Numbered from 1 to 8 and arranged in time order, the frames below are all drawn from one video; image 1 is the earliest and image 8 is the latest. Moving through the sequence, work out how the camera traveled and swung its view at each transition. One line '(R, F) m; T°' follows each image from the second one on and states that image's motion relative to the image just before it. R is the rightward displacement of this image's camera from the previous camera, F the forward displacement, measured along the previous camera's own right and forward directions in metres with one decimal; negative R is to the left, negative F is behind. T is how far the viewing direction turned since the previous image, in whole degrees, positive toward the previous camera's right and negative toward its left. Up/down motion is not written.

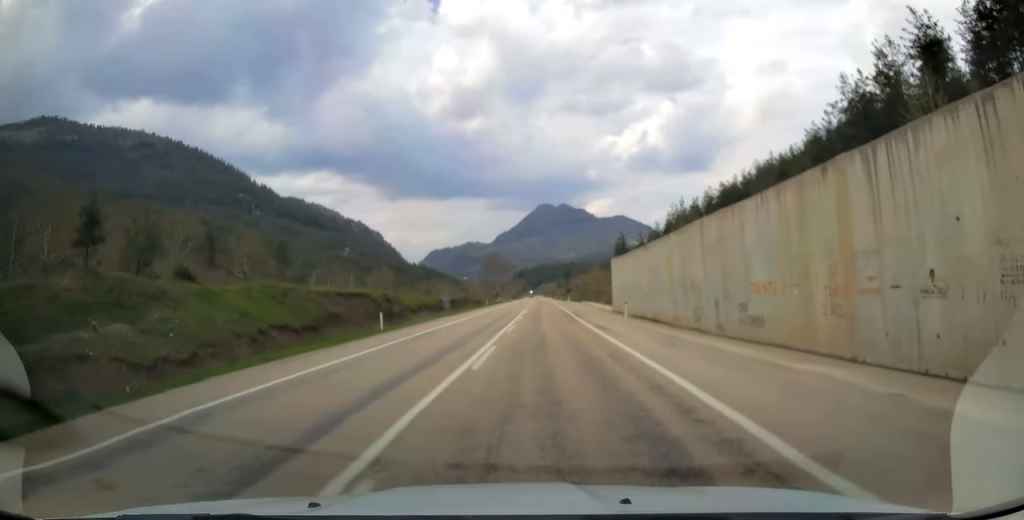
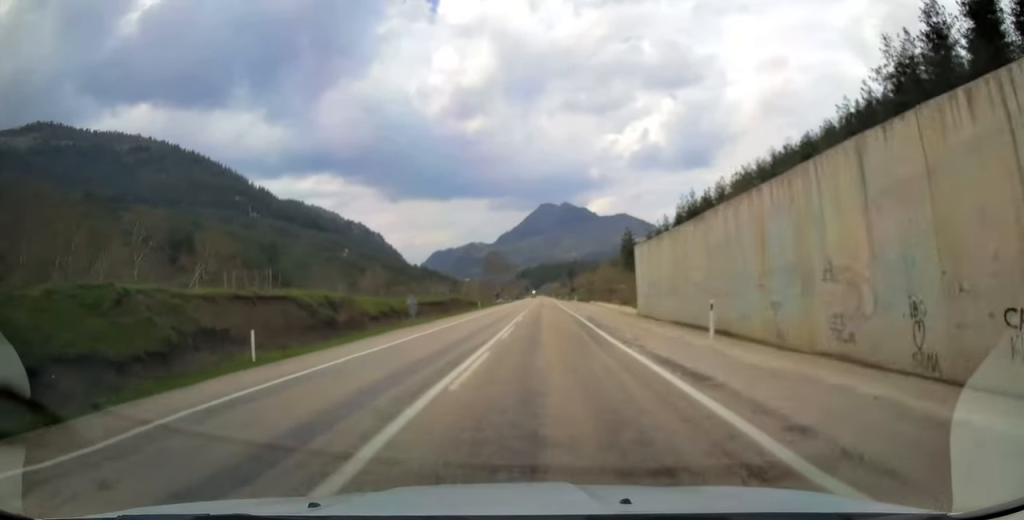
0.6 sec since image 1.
(-0.1, +14.1) m; 0°
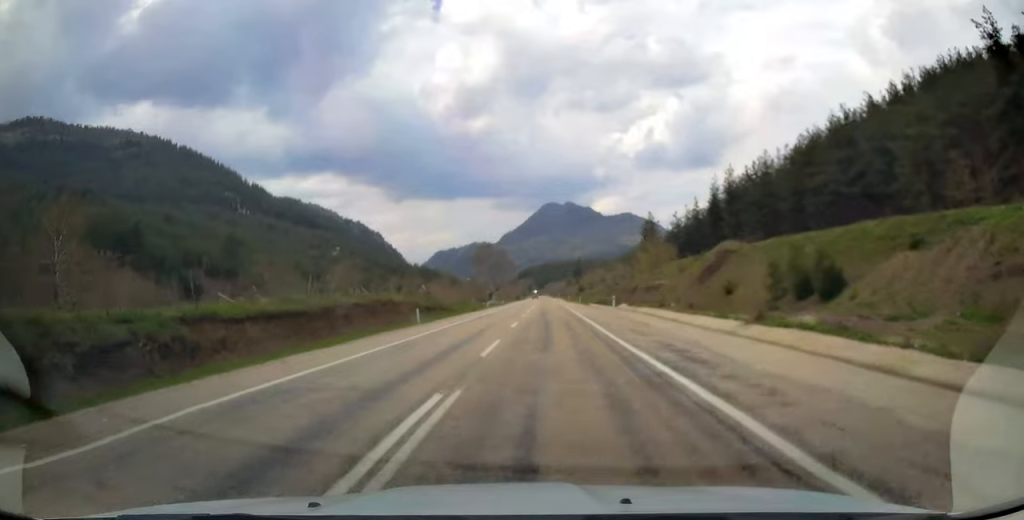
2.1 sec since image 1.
(-0.2, +40.4) m; 0°
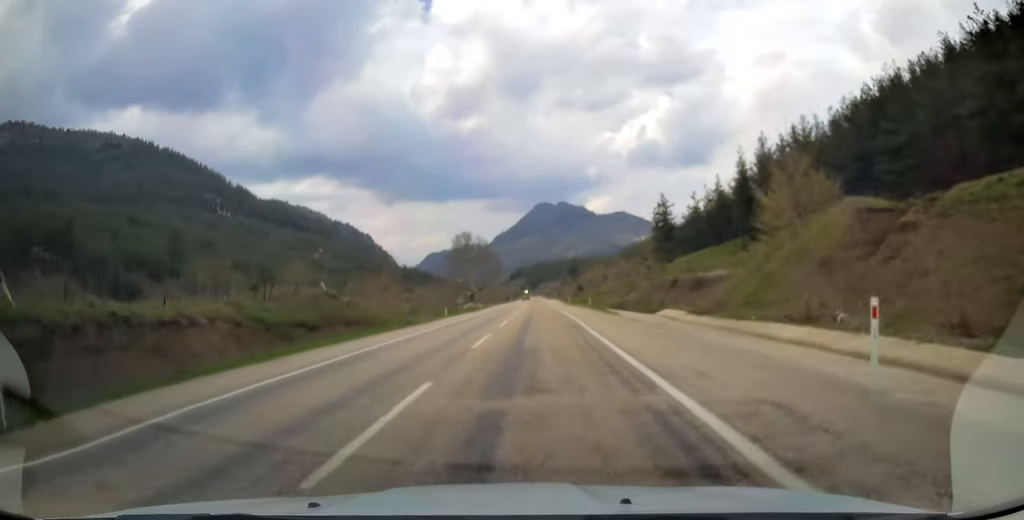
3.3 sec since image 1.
(+0.1, +32.0) m; 0°
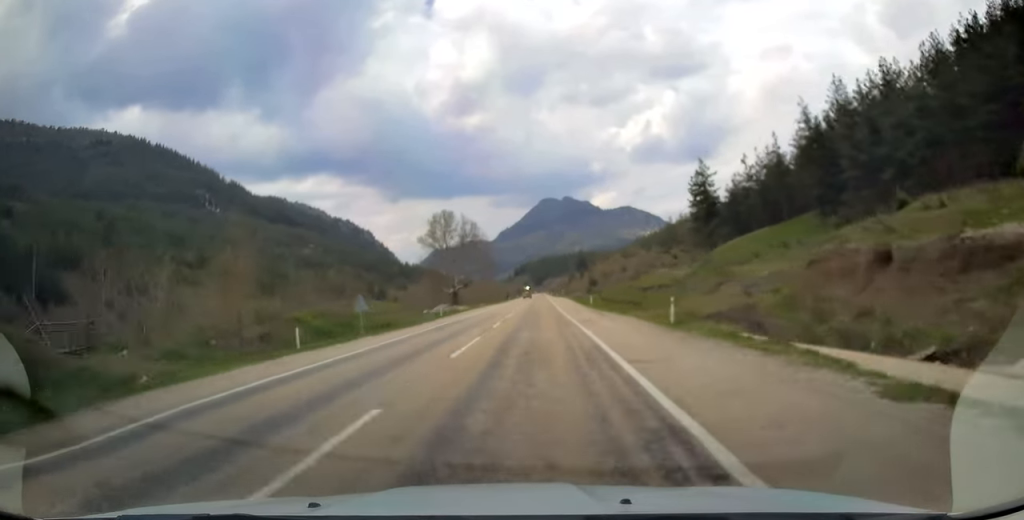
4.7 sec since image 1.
(-0.1, +36.3) m; 0°
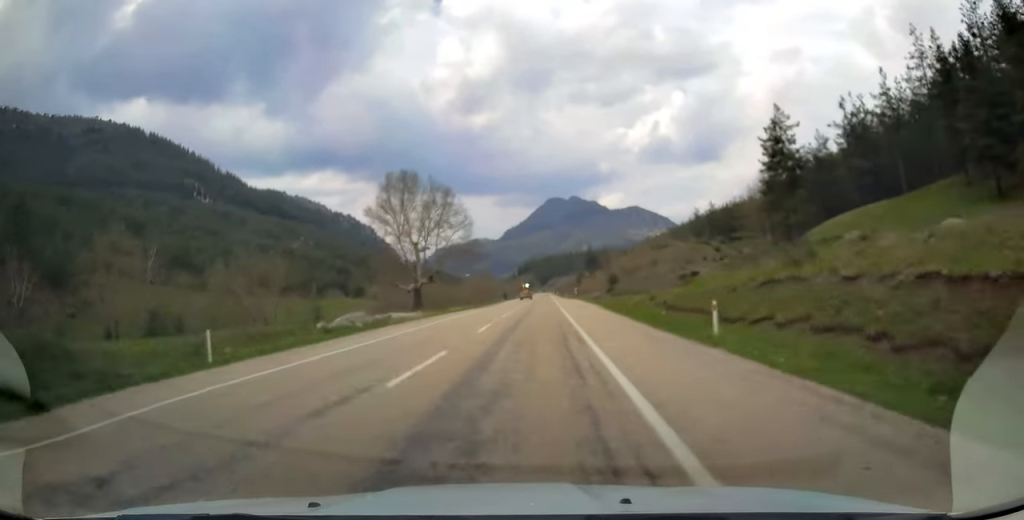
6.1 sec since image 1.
(0.0, +38.7) m; 0°
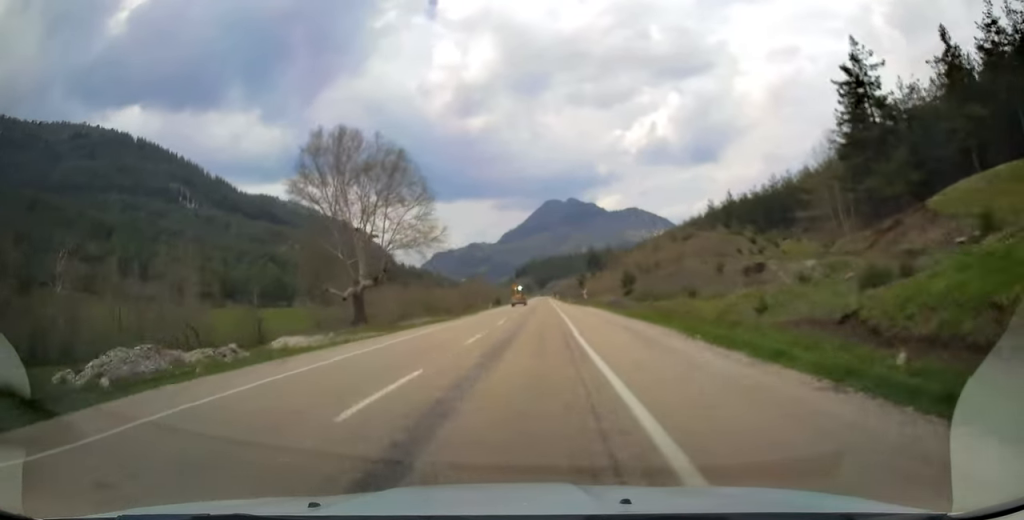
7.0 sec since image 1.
(-0.1, +25.0) m; 0°
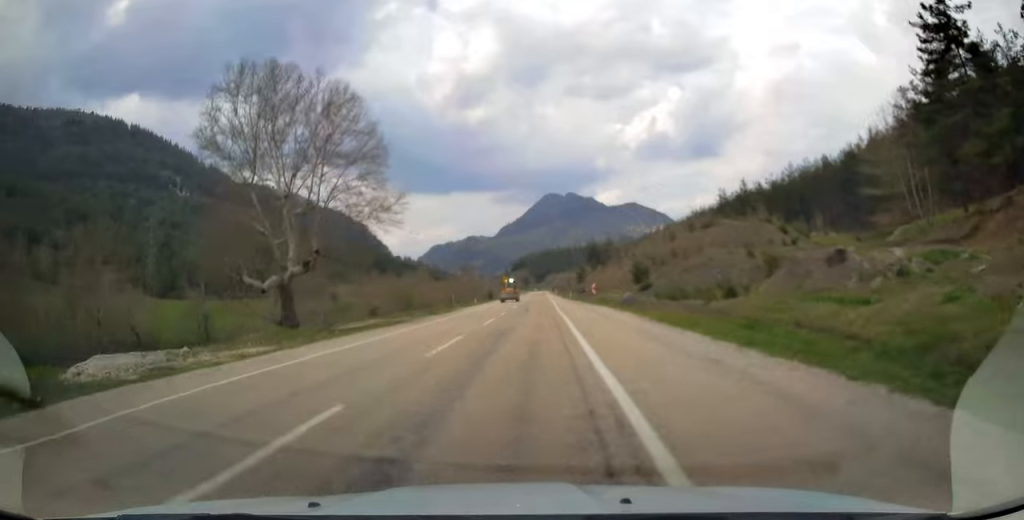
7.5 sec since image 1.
(-0.1, +15.8) m; 0°
